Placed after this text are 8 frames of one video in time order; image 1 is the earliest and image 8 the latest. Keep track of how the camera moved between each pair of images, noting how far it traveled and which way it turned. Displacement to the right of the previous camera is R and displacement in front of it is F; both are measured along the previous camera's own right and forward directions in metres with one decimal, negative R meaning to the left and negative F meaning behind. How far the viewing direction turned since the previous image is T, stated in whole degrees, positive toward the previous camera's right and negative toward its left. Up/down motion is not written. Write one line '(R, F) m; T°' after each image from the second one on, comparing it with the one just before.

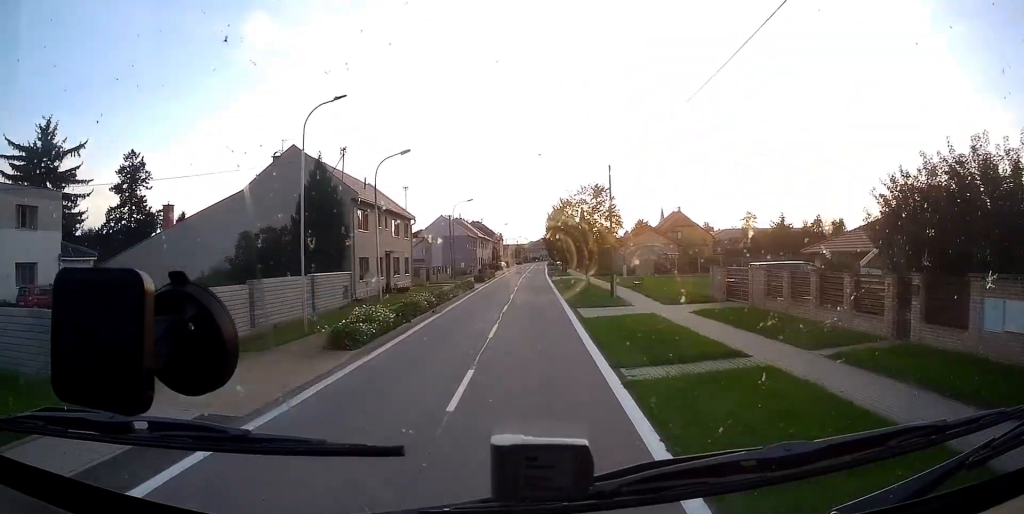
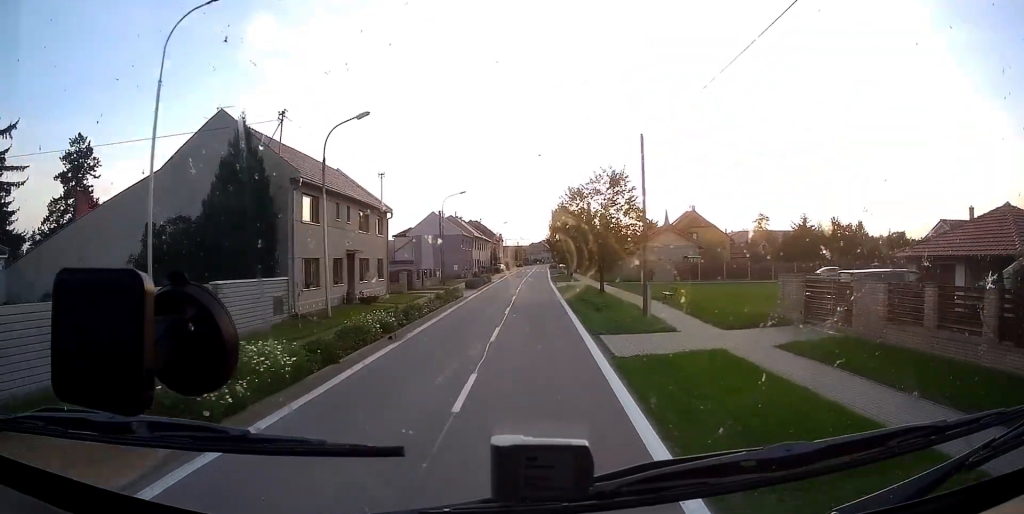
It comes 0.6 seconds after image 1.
(+0.2, +8.8) m; 0°
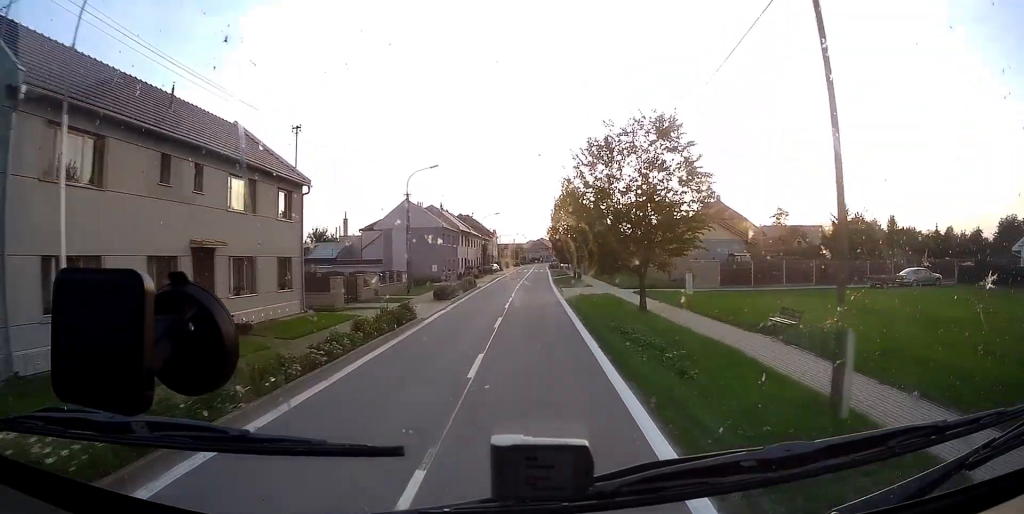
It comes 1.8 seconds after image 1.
(-0.6, +15.3) m; -3°
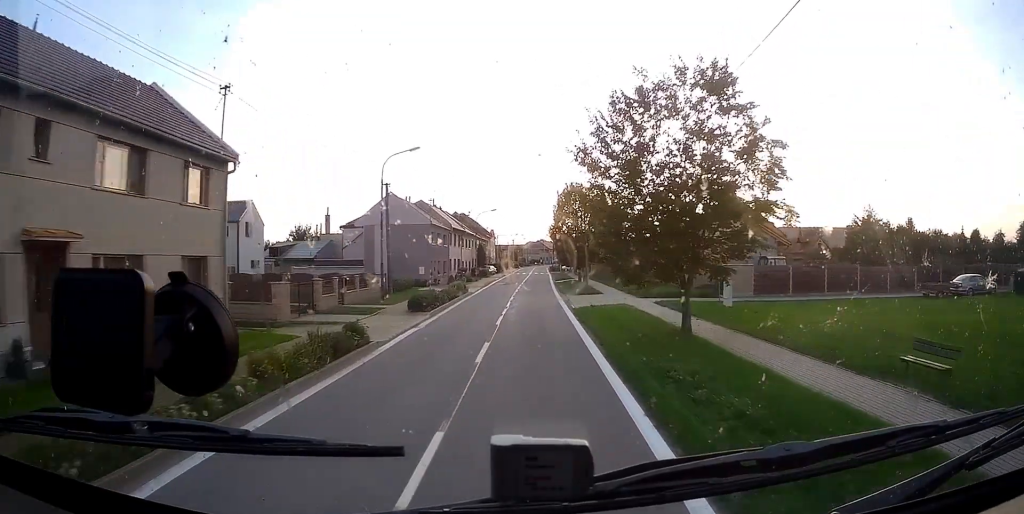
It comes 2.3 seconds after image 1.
(0.0, +7.0) m; -1°
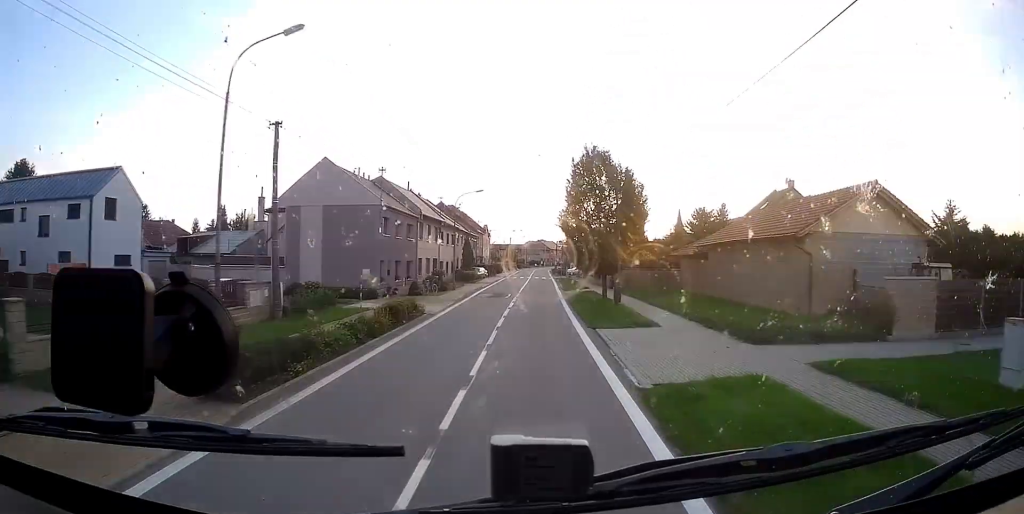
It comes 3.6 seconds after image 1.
(-0.5, +18.3) m; 0°
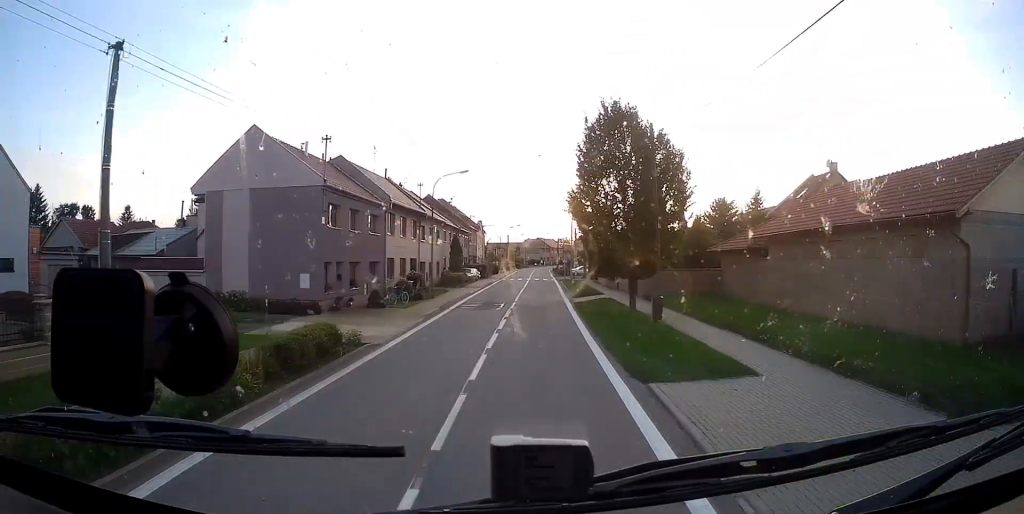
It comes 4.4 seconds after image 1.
(+0.3, +10.1) m; +3°
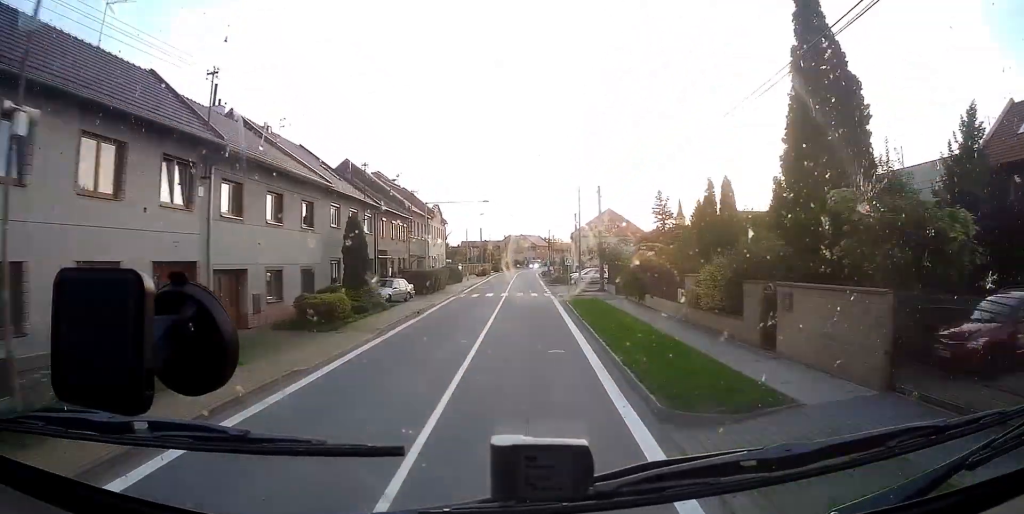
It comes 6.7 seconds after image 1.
(+0.4, +30.7) m; +1°
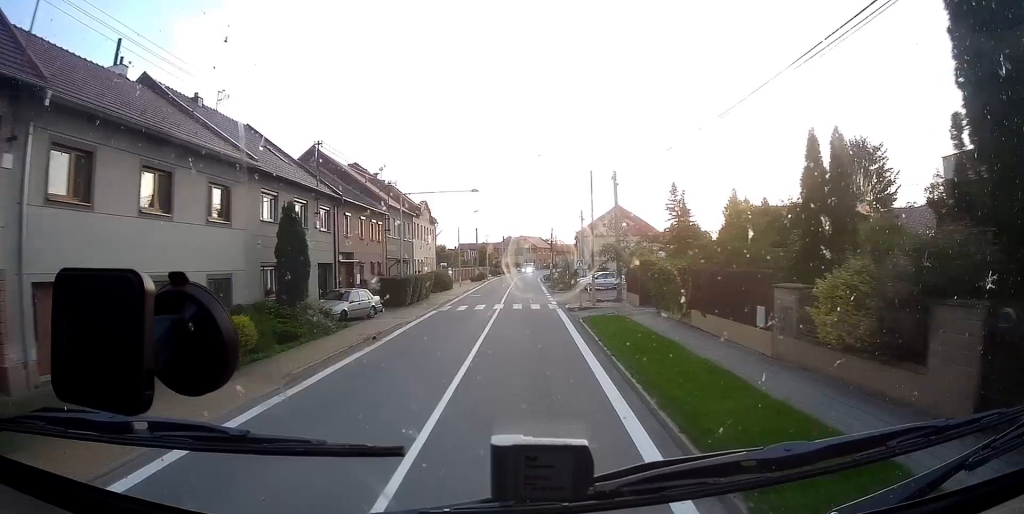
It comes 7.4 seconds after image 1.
(+0.3, +8.2) m; 0°
